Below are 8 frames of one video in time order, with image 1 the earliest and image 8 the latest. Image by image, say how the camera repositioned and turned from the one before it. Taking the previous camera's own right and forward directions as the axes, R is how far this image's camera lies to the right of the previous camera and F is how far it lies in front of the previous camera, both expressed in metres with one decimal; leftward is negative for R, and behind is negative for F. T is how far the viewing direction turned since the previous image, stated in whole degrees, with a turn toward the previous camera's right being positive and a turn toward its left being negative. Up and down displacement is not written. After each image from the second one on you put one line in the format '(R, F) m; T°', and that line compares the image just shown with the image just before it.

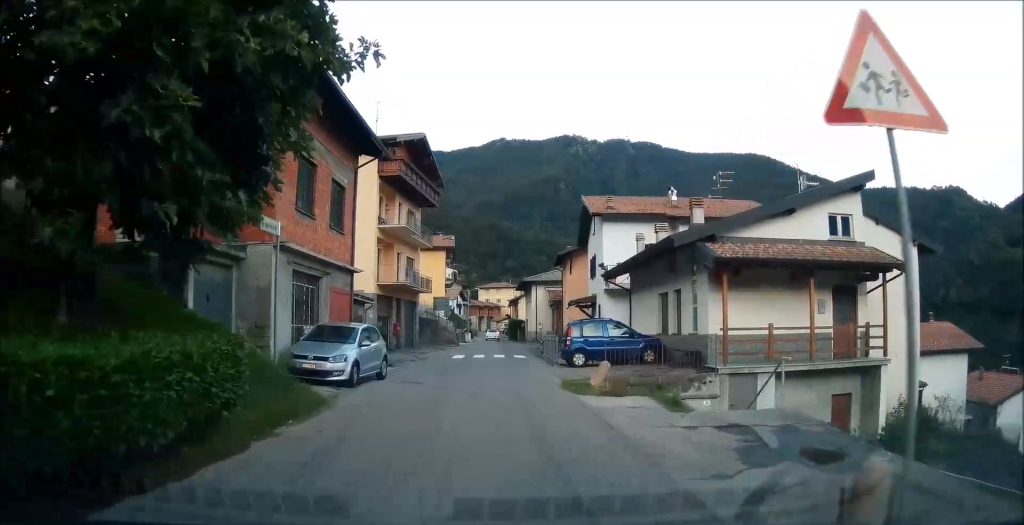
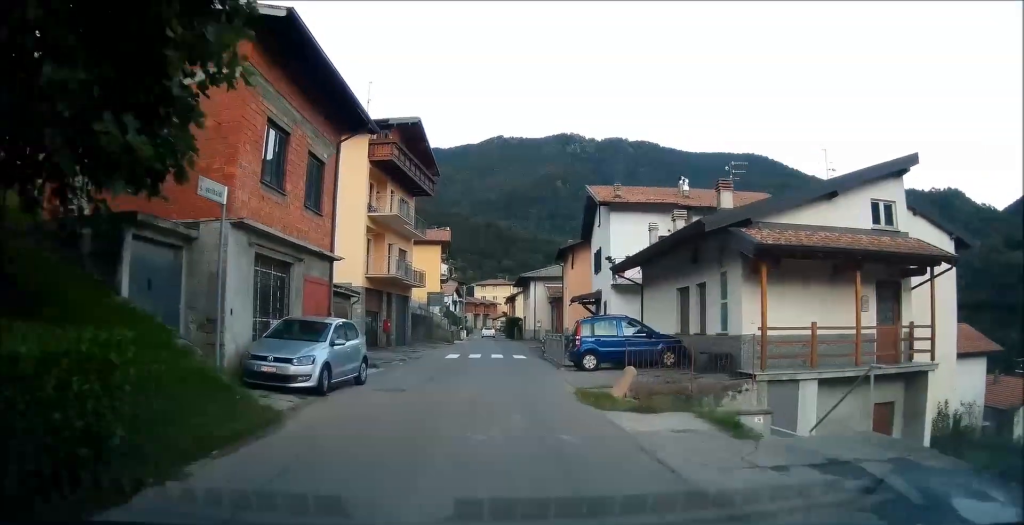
(0.0, +2.8) m; +2°
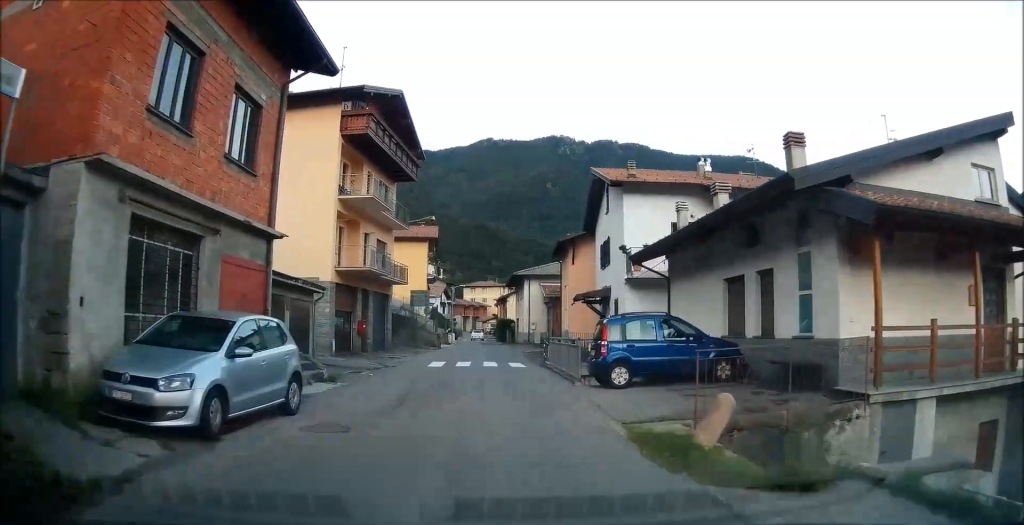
(+0.4, +4.8) m; +4°
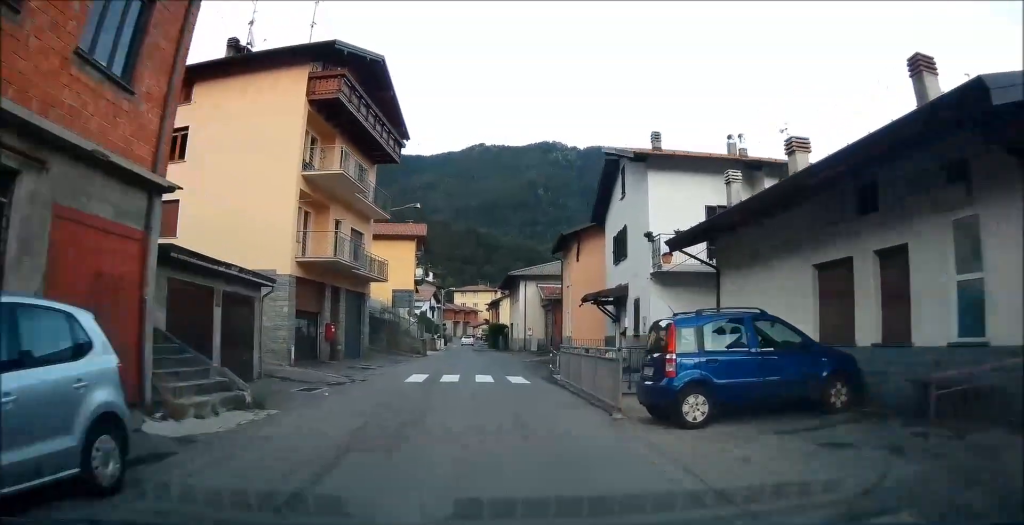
(+0.1, +5.1) m; +1°
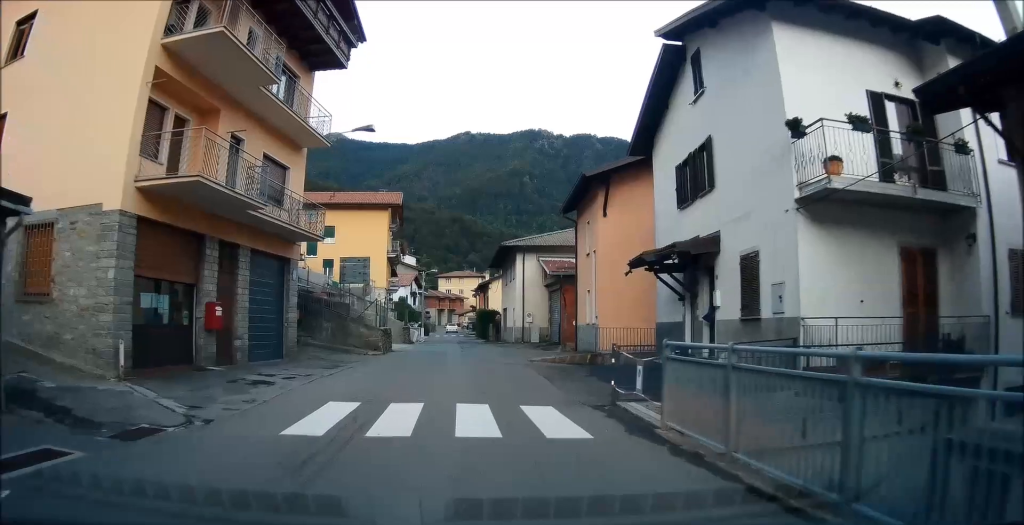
(0.0, +10.5) m; 0°
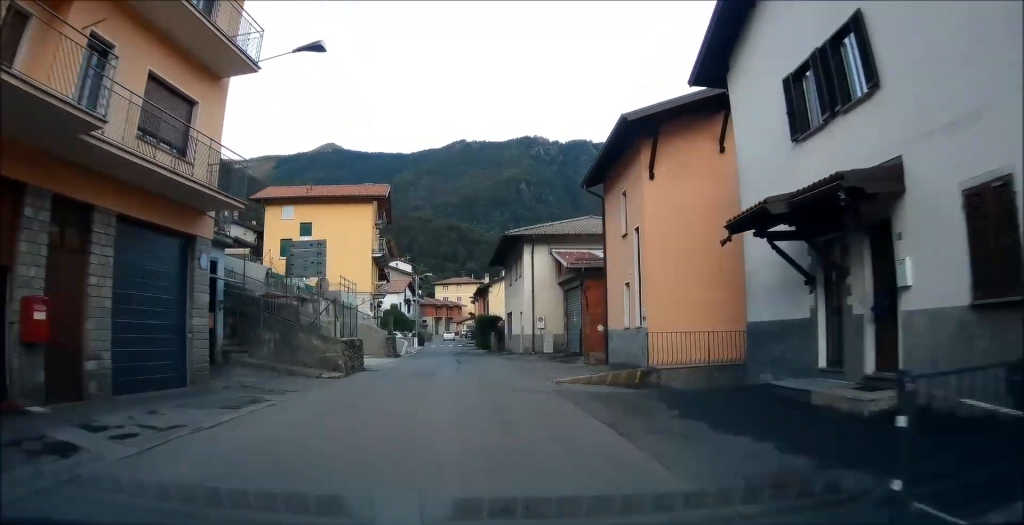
(0.0, +7.2) m; 0°
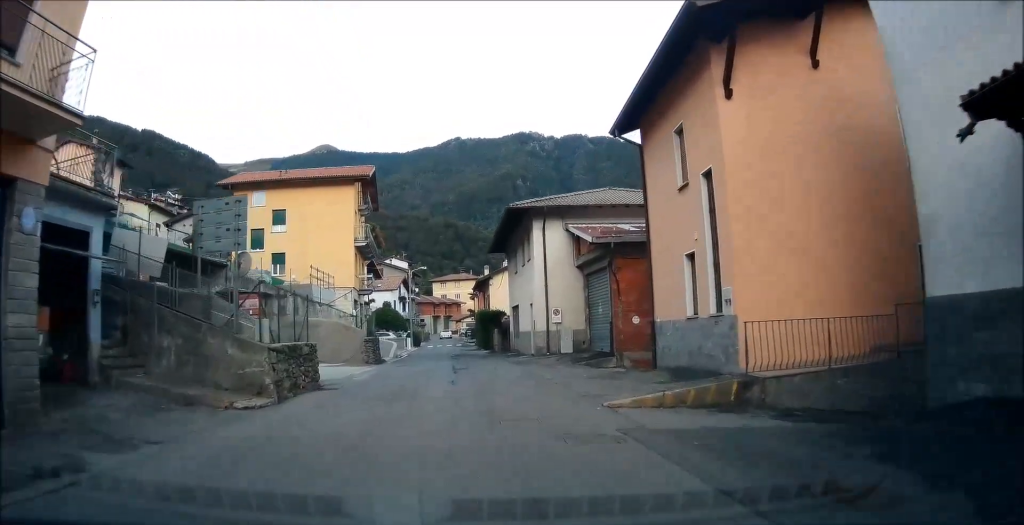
(0.0, +6.3) m; 0°
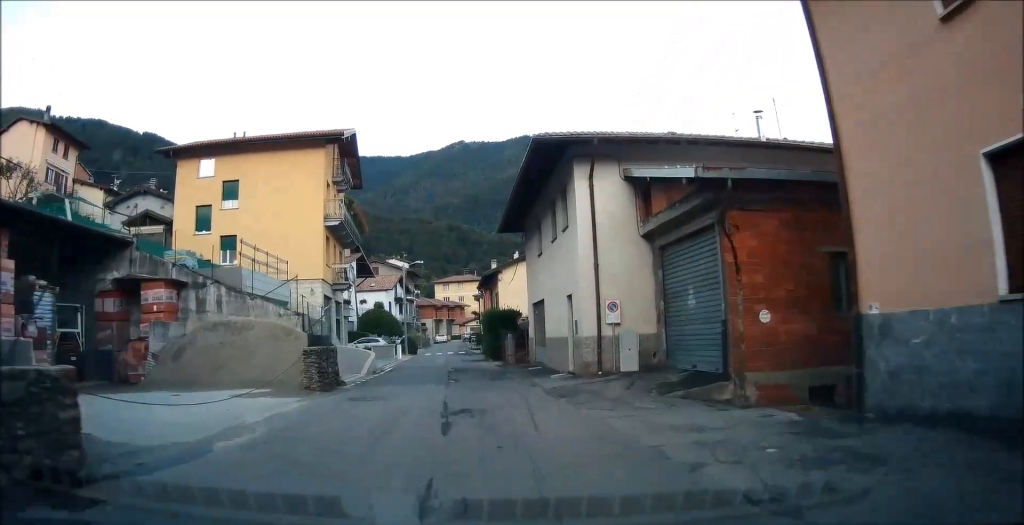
(0.0, +9.7) m; 0°
